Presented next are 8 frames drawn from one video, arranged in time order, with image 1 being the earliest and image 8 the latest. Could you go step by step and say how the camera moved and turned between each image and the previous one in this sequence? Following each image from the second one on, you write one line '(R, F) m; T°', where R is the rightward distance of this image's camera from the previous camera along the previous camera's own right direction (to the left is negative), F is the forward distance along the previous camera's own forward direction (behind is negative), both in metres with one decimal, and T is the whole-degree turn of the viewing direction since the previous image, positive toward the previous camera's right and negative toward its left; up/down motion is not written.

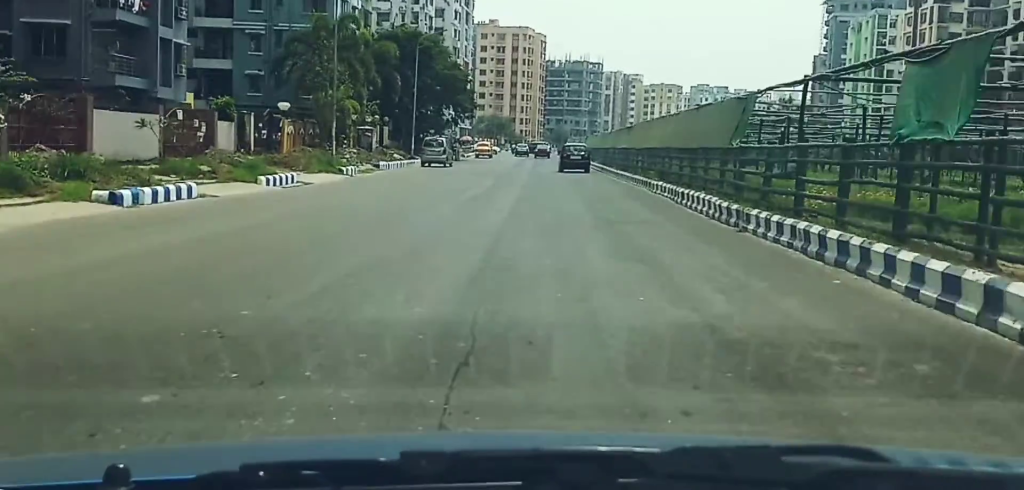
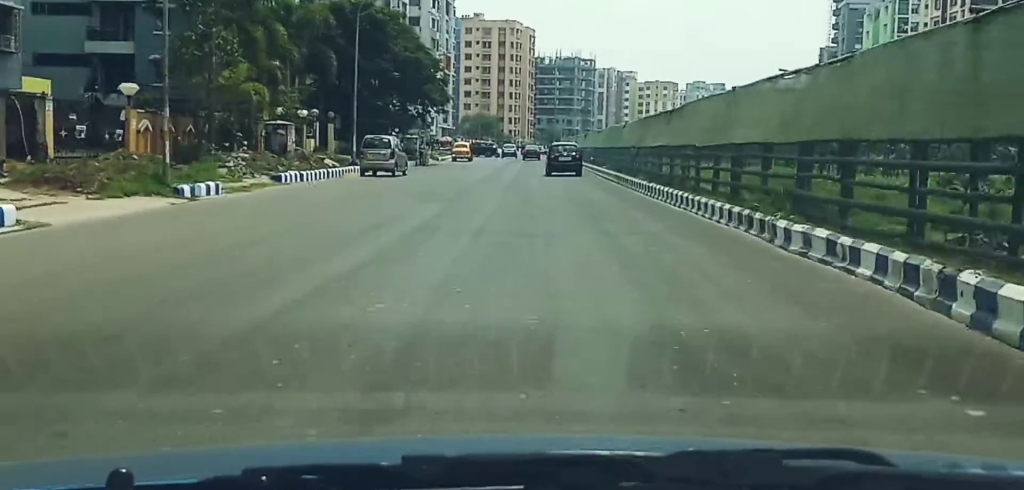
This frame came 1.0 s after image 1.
(0.0, +13.8) m; 0°
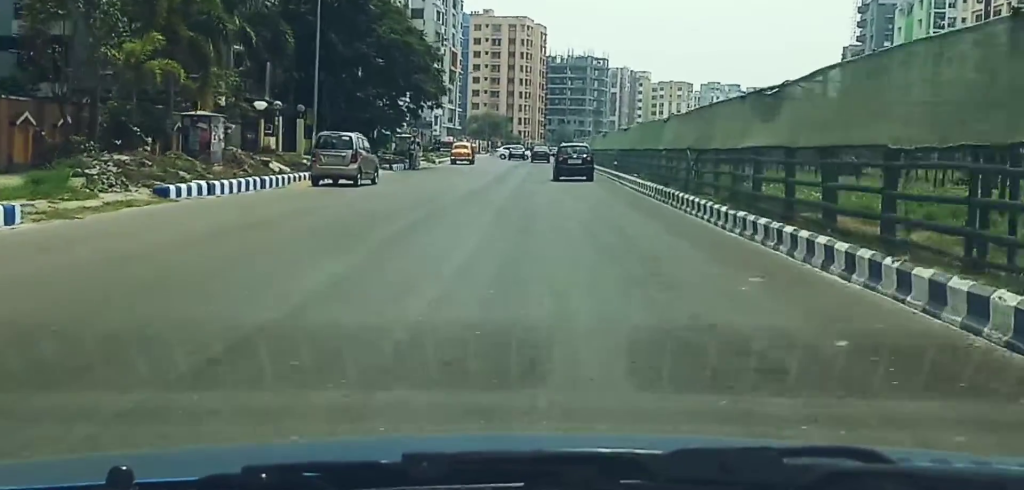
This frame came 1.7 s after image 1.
(0.0, +10.2) m; 0°
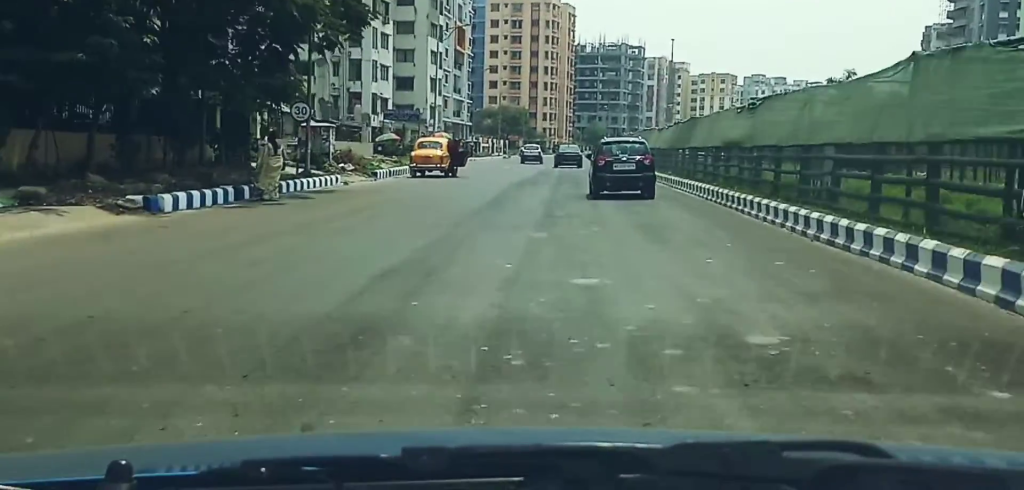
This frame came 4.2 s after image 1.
(0.0, +32.8) m; 0°
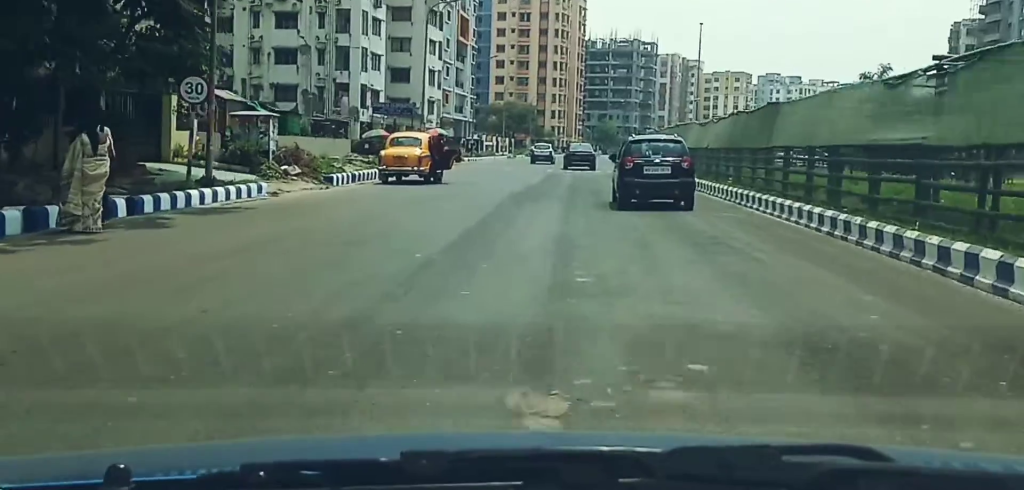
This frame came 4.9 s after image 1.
(0.0, +8.7) m; 0°
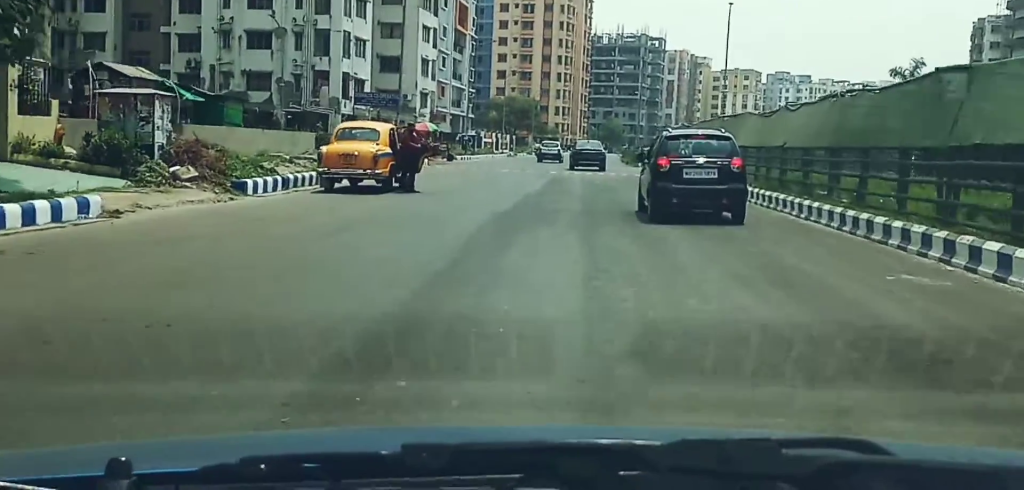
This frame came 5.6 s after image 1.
(0.0, +8.1) m; 0°
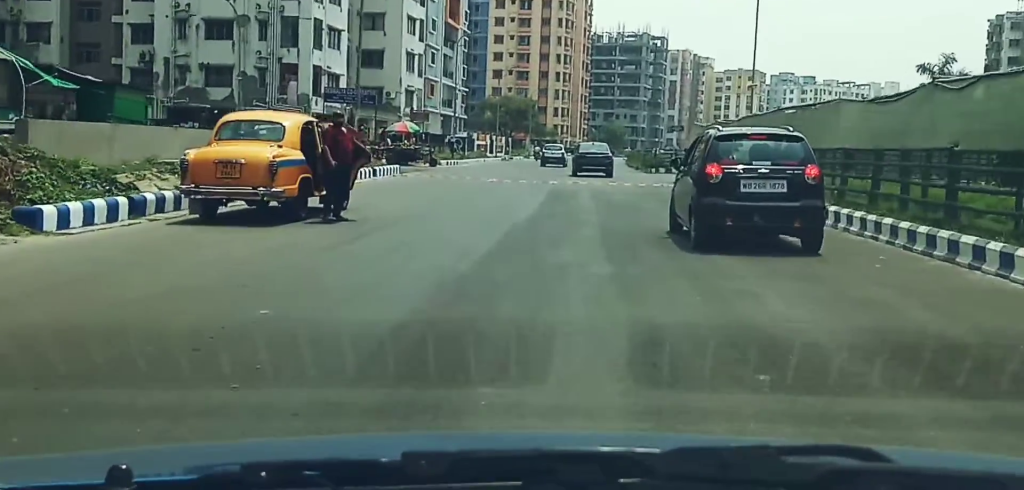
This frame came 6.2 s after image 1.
(0.0, +7.2) m; 0°
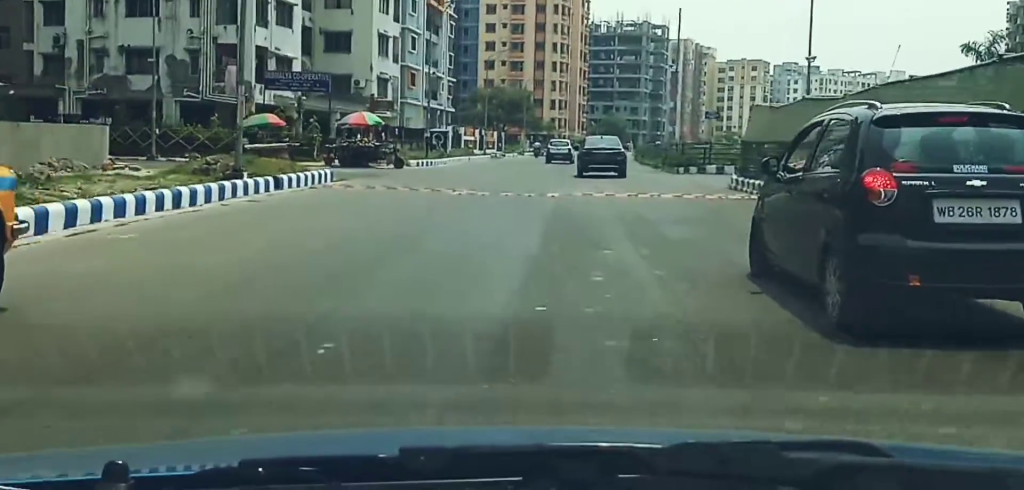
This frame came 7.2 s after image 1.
(0.0, +10.5) m; 0°
